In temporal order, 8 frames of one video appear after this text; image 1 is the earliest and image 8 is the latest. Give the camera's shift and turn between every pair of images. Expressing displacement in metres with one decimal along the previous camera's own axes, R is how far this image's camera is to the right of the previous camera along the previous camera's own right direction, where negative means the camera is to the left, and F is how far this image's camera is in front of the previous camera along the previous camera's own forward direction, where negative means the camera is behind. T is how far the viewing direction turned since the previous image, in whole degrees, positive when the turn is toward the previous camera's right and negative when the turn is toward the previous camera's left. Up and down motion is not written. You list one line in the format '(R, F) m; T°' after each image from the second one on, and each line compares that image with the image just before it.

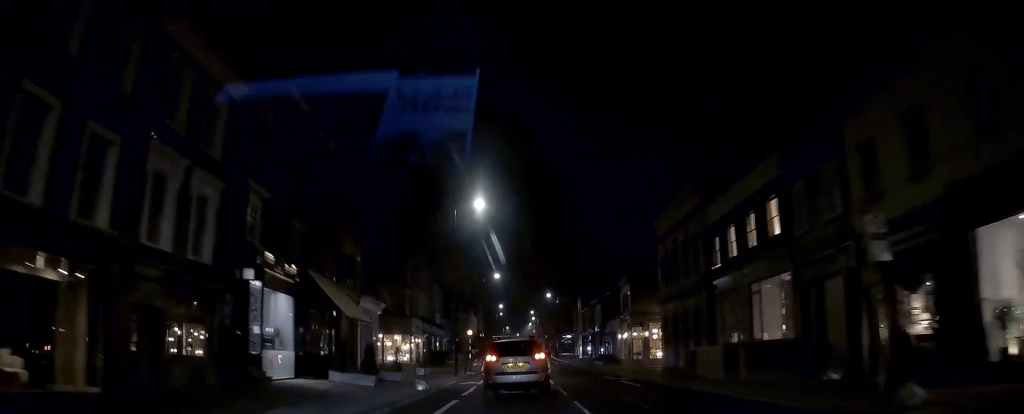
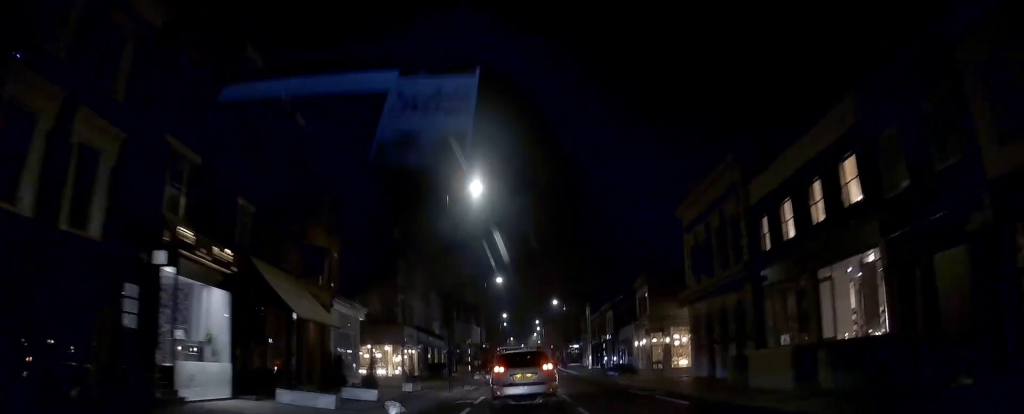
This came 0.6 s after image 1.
(0.0, +6.0) m; -2°
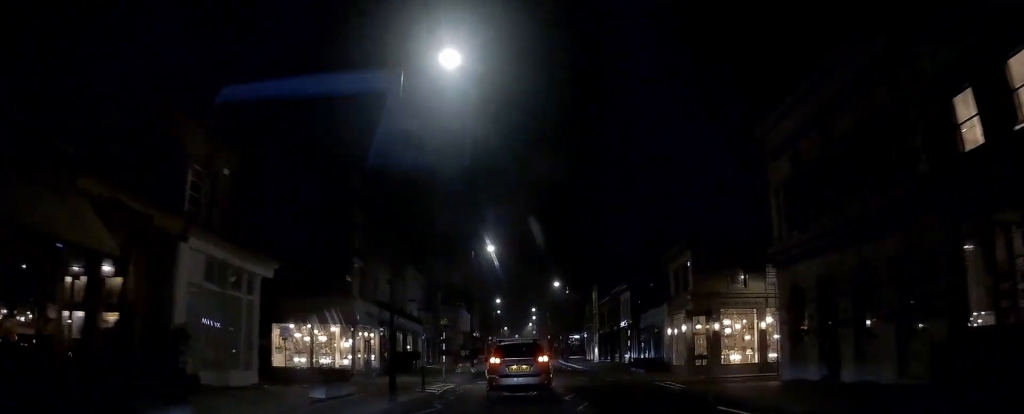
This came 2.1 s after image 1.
(-0.1, +13.0) m; +2°
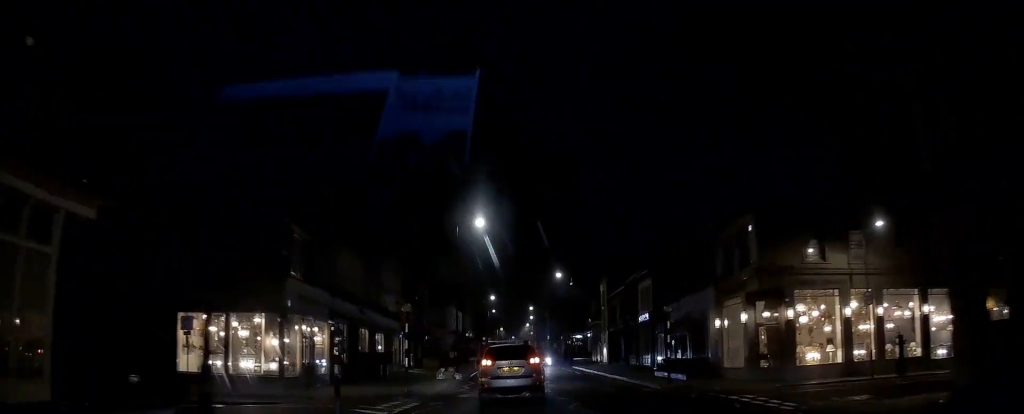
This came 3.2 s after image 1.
(+0.2, +10.2) m; 0°
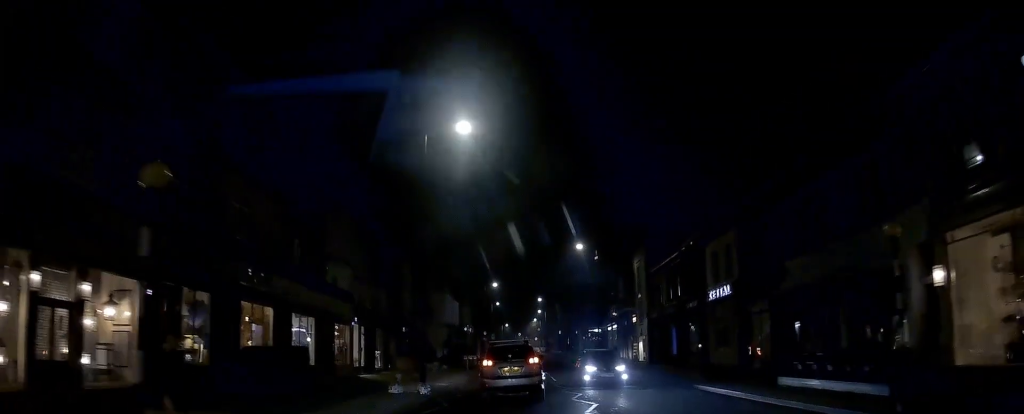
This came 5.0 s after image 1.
(-0.3, +16.5) m; -1°
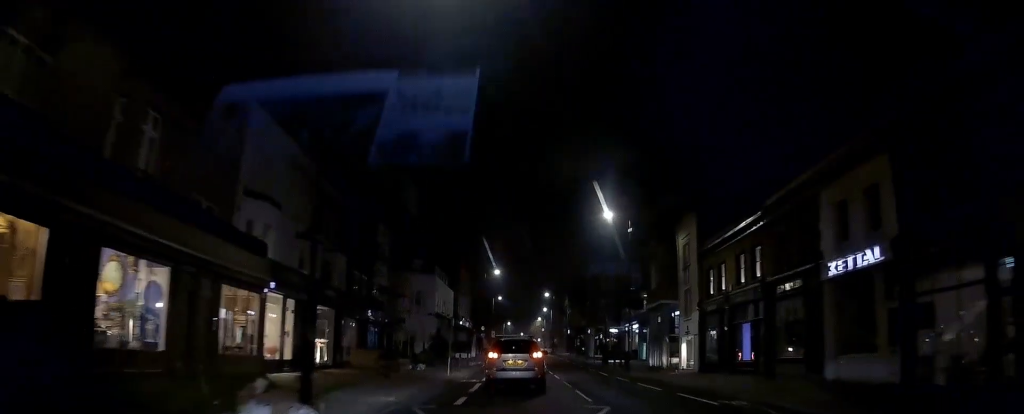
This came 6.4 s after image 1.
(+0.1, +12.6) m; 0°
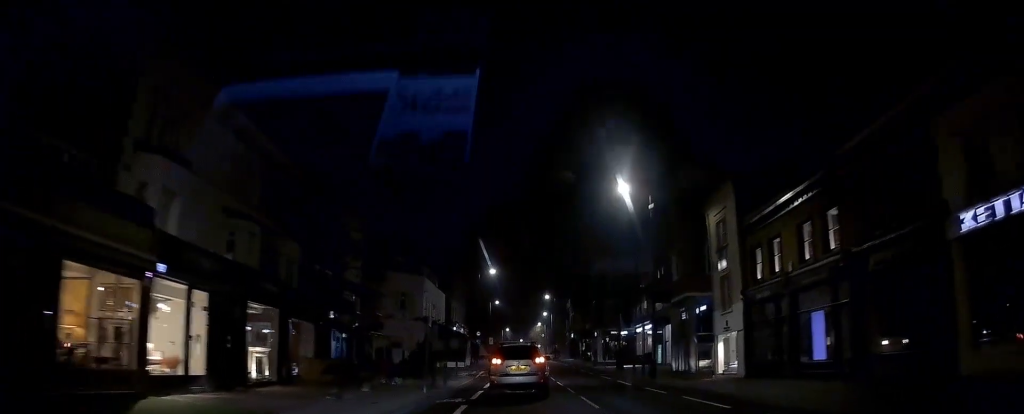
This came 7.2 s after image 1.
(0.0, +7.3) m; 0°
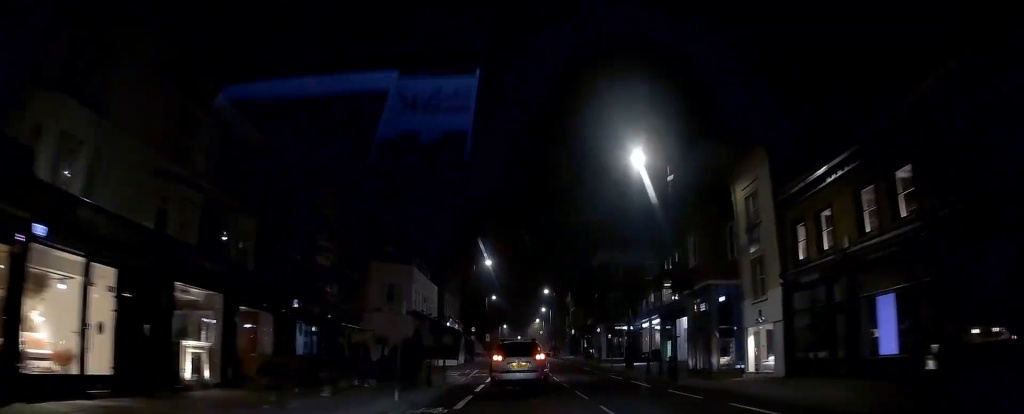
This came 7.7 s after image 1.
(0.0, +4.6) m; 0°
